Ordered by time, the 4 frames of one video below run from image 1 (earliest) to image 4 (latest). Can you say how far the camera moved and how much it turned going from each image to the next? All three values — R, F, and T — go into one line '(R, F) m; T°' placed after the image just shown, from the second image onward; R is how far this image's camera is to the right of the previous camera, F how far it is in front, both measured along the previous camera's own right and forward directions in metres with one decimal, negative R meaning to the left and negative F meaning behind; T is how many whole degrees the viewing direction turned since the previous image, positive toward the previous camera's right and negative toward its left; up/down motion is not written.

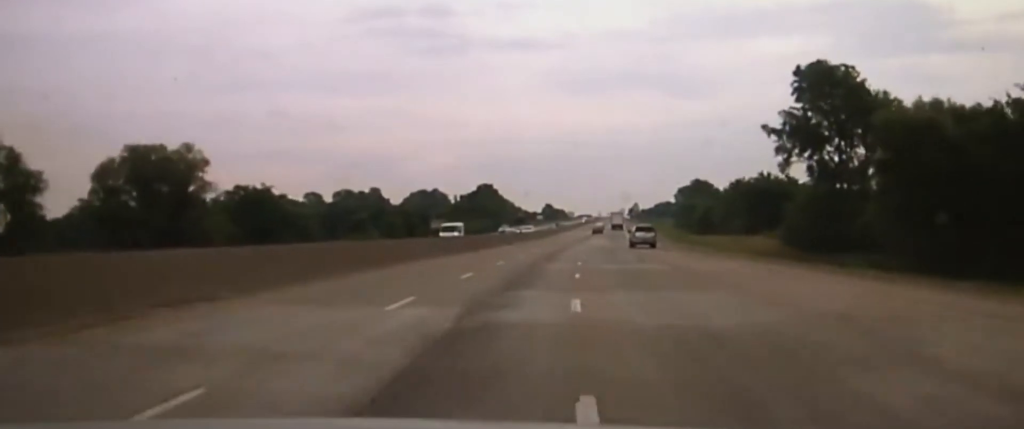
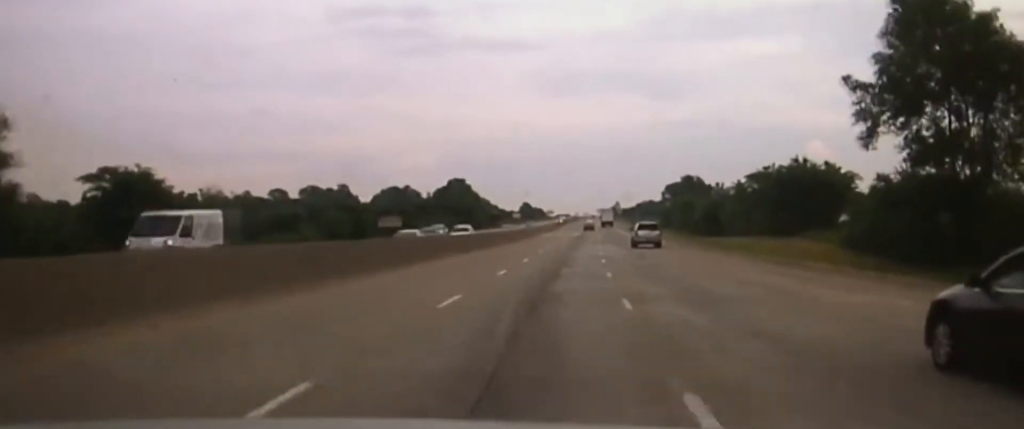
(+0.3, +36.2) m; +2°
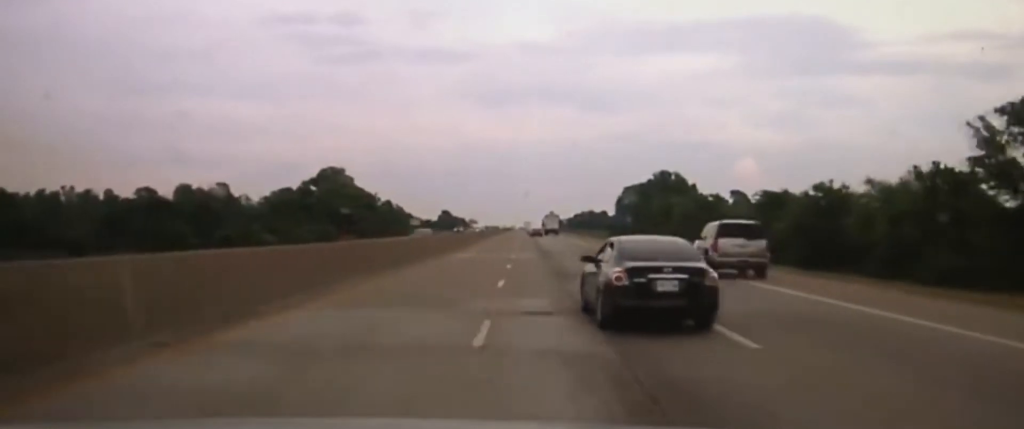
(+4.2, +114.1) m; +3°
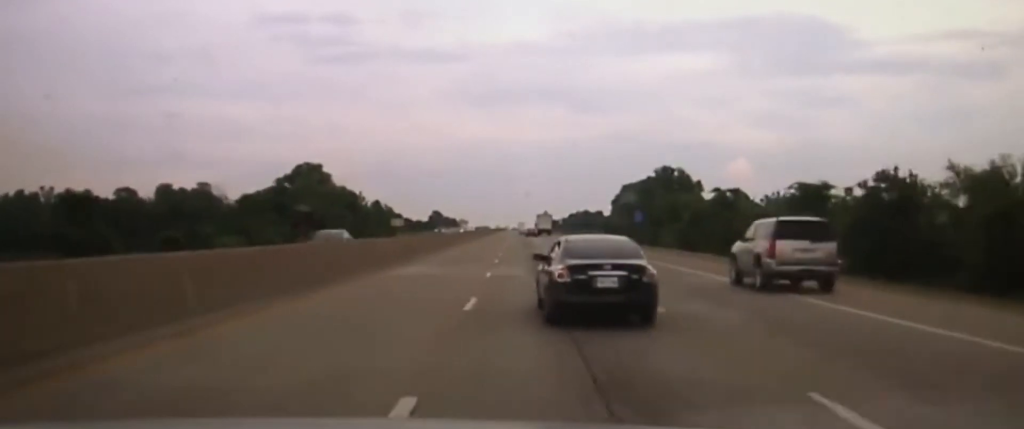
(0.0, +20.8) m; 0°
